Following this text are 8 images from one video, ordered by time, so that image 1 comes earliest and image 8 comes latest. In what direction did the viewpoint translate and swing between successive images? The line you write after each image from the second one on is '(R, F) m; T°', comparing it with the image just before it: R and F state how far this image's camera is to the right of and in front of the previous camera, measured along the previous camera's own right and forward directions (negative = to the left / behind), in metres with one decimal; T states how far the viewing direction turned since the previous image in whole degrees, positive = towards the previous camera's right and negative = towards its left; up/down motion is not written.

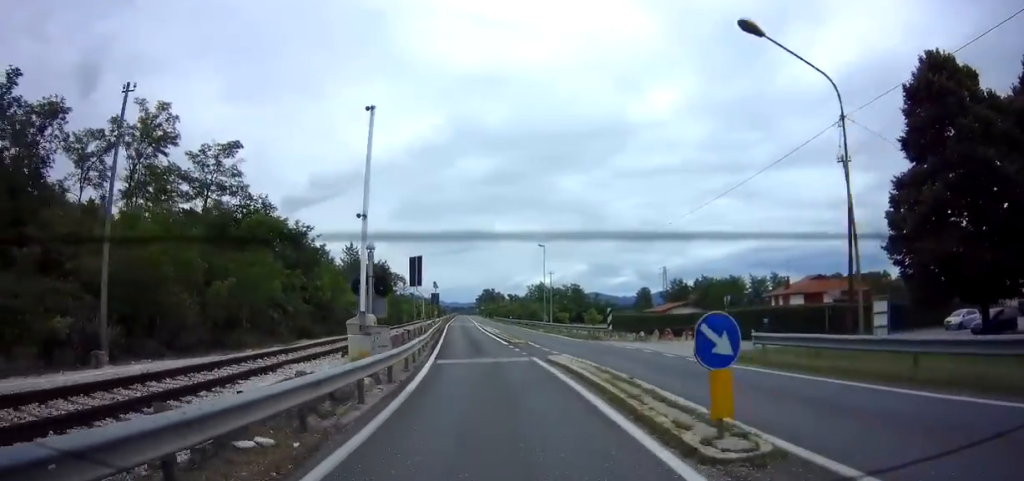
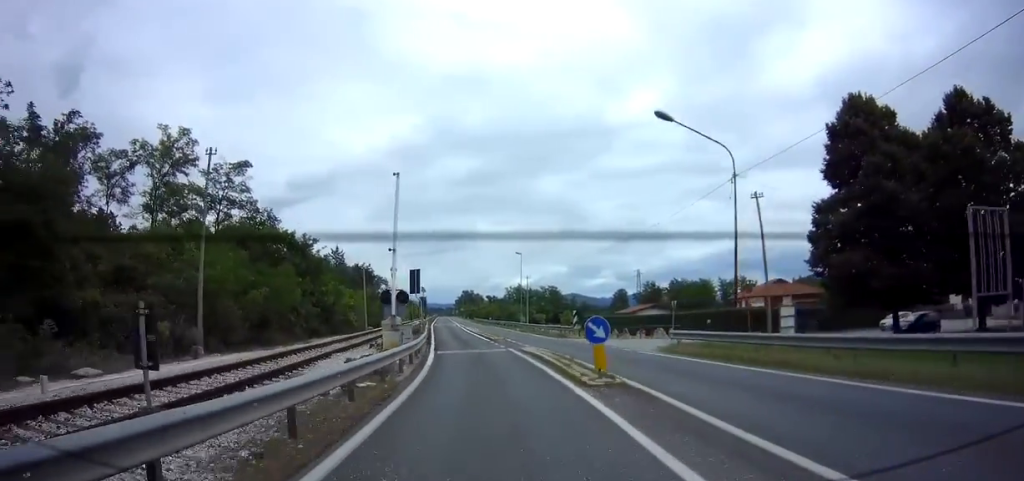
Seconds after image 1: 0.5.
(+0.2, +5.8) m; +2°
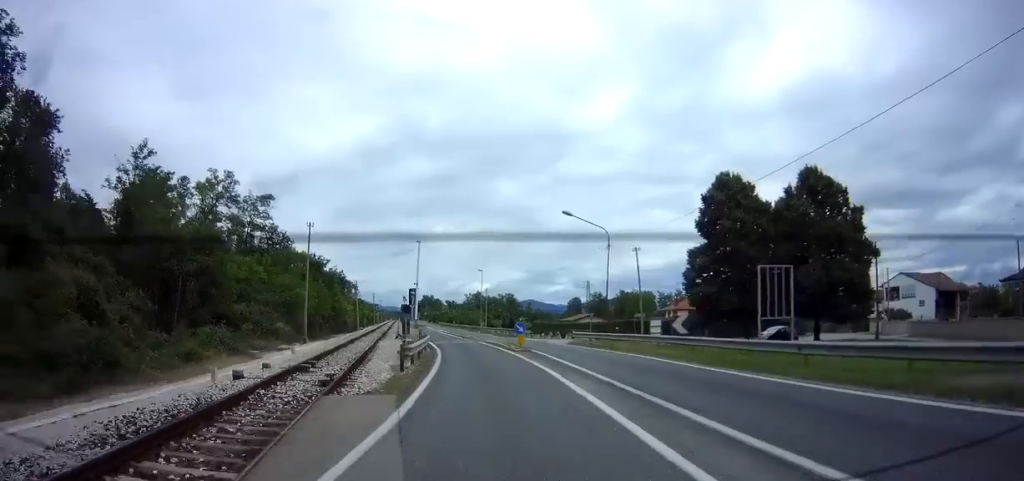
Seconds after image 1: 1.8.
(+0.3, +15.0) m; +4°
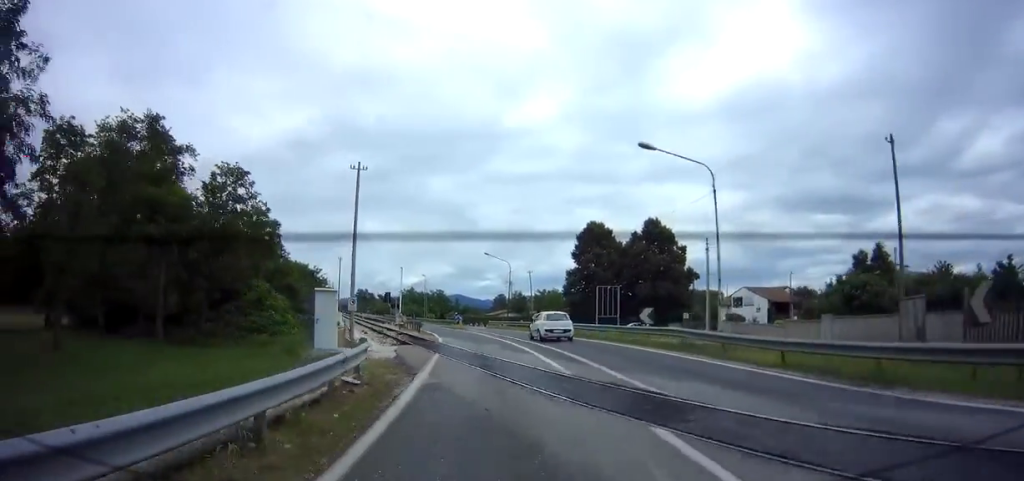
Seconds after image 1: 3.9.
(+2.4, +25.5) m; +10°
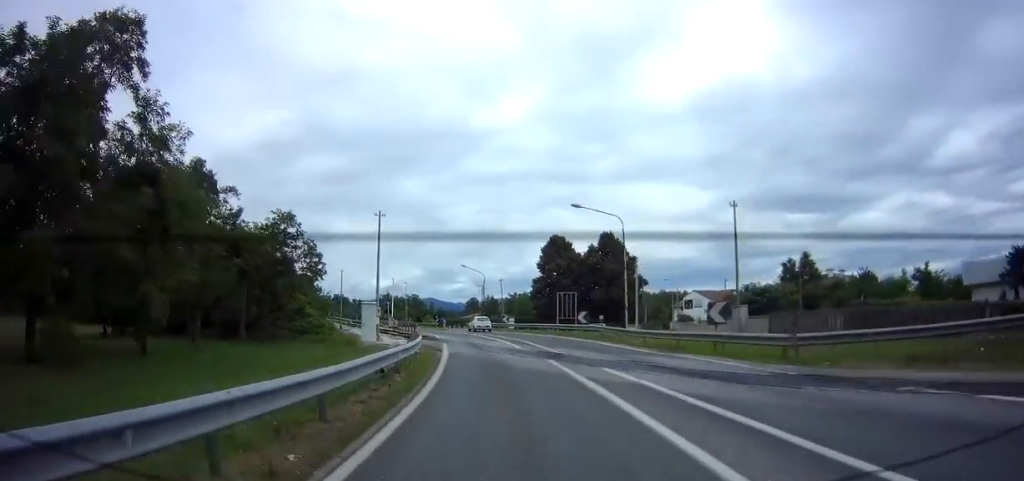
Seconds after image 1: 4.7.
(+0.4, +11.2) m; +2°
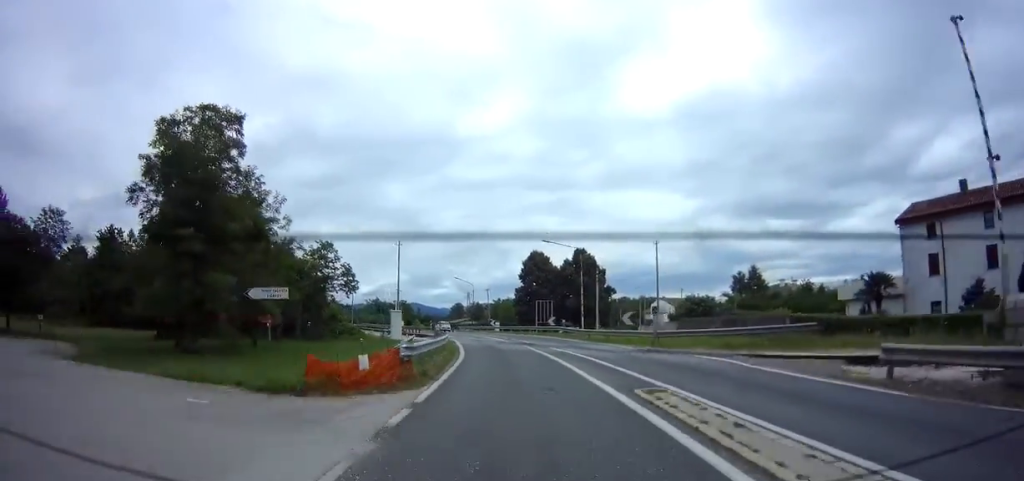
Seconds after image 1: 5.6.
(0.0, +12.2) m; -2°
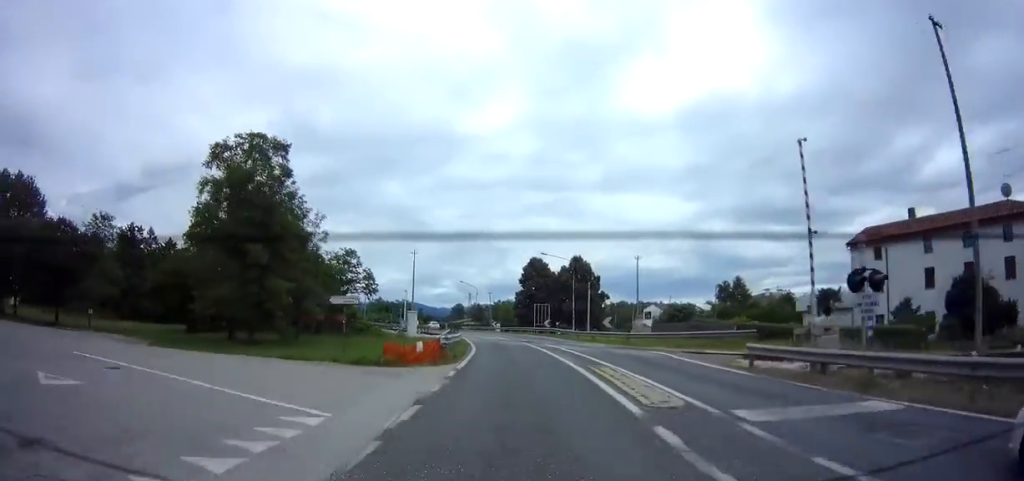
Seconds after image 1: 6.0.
(-0.2, +6.7) m; 0°
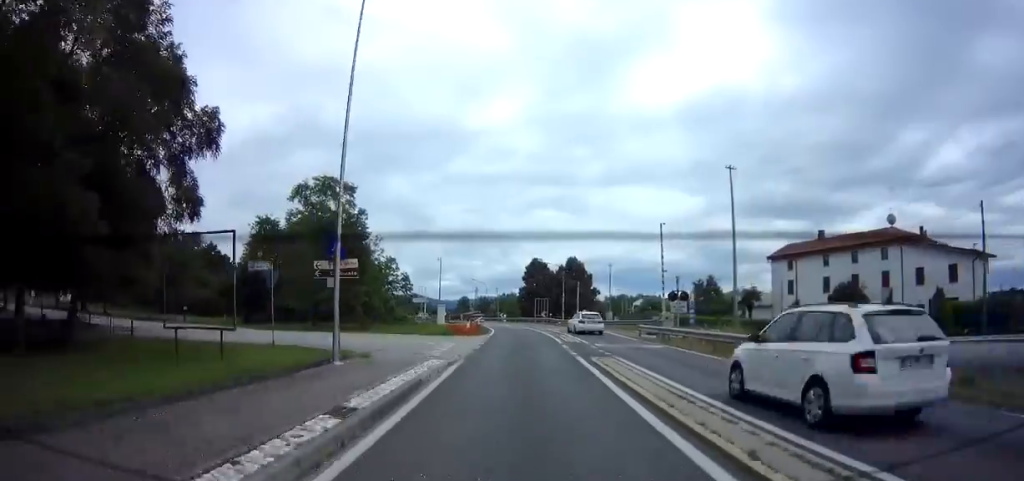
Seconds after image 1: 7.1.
(0.0, +16.3) m; +1°
